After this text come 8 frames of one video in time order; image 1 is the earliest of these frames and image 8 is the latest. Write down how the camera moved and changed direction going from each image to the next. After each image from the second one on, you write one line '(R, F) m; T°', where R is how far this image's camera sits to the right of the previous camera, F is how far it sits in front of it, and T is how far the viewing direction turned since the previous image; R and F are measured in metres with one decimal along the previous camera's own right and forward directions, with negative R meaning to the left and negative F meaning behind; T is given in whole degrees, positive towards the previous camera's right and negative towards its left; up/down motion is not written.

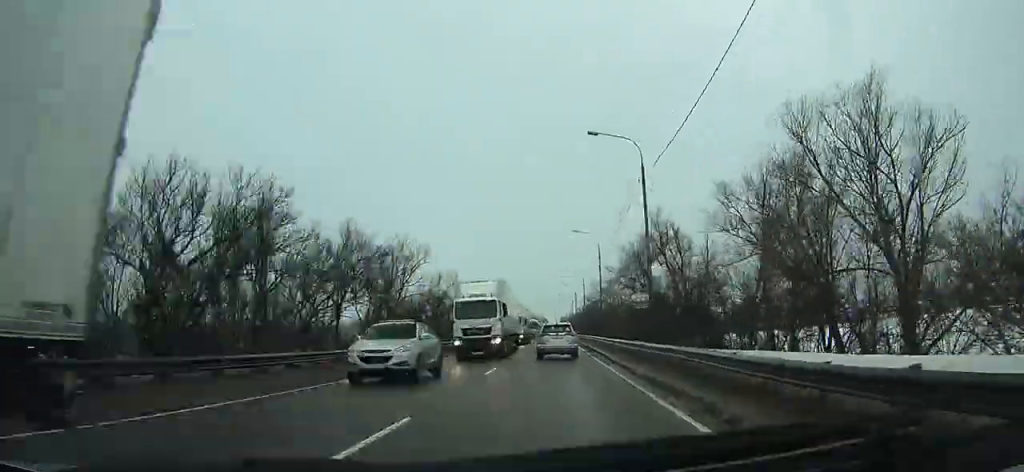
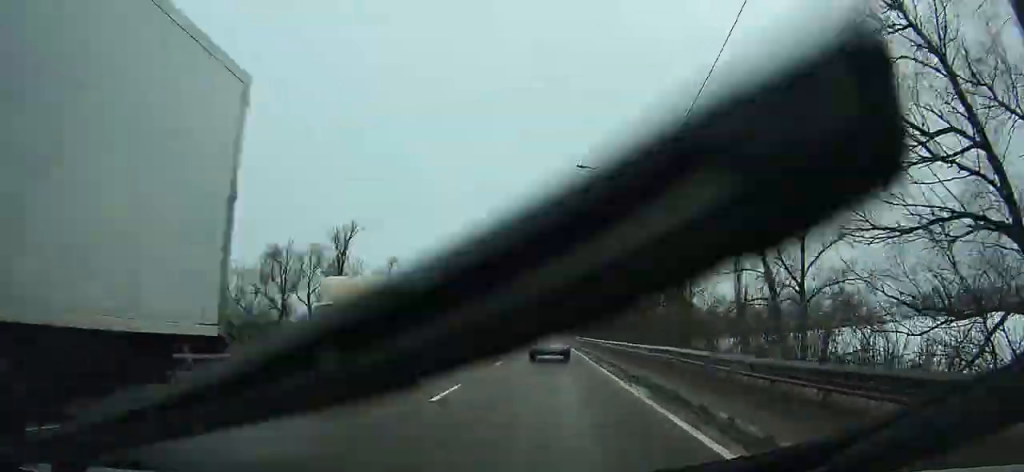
(+0.4, +53.7) m; +1°
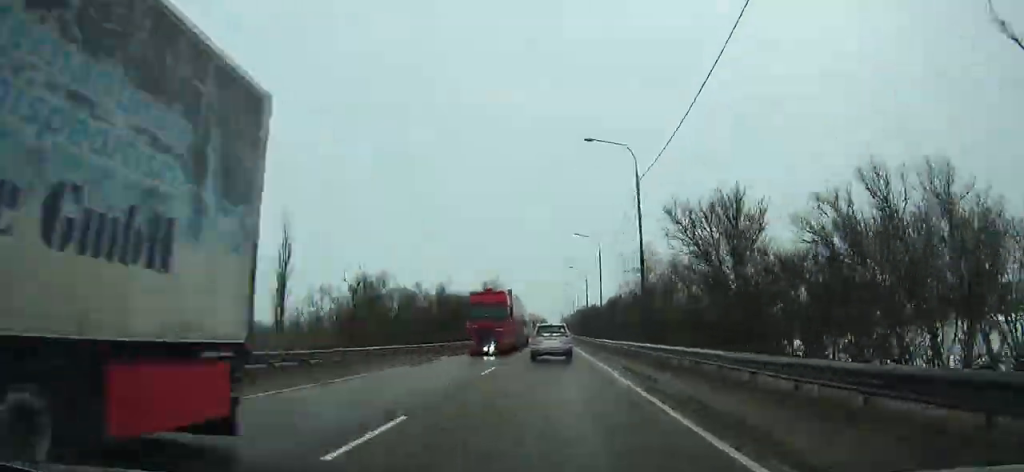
(+1.2, +93.7) m; +1°
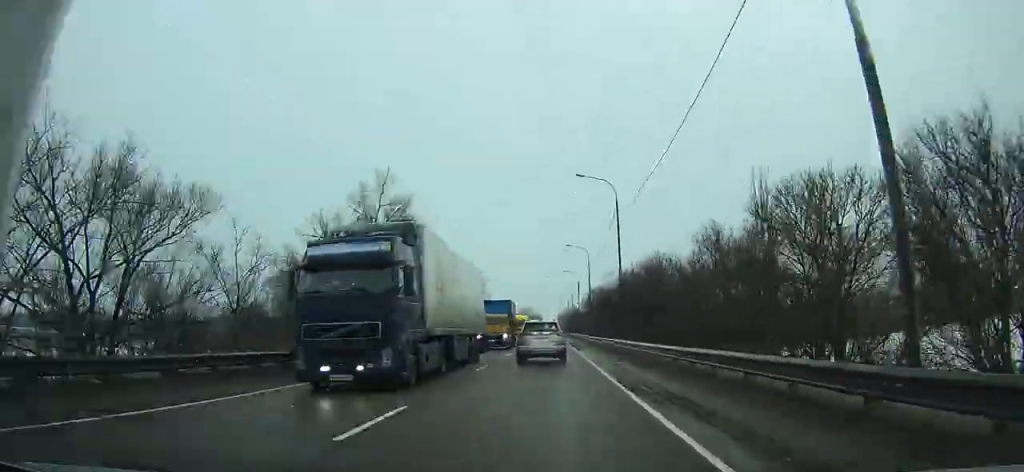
(-0.1, +117.7) m; -1°
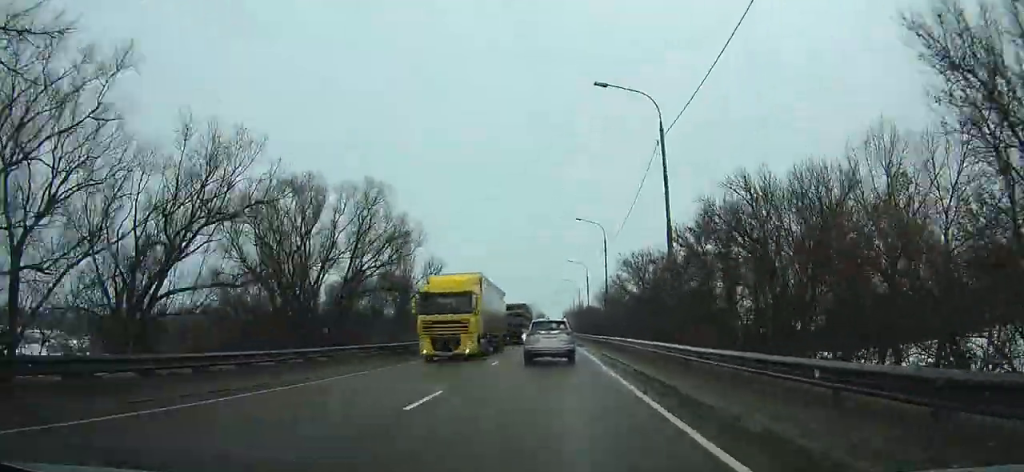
(-0.5, +54.4) m; 0°
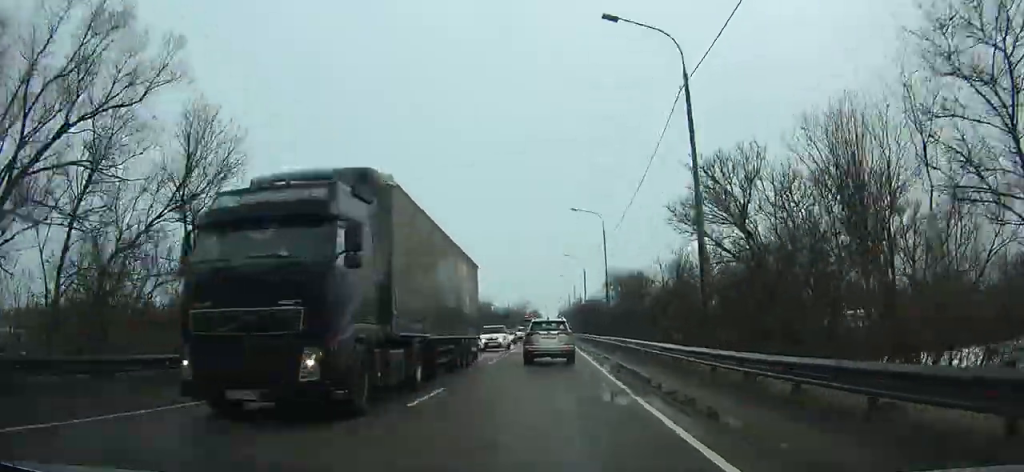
(0.0, +38.7) m; 0°
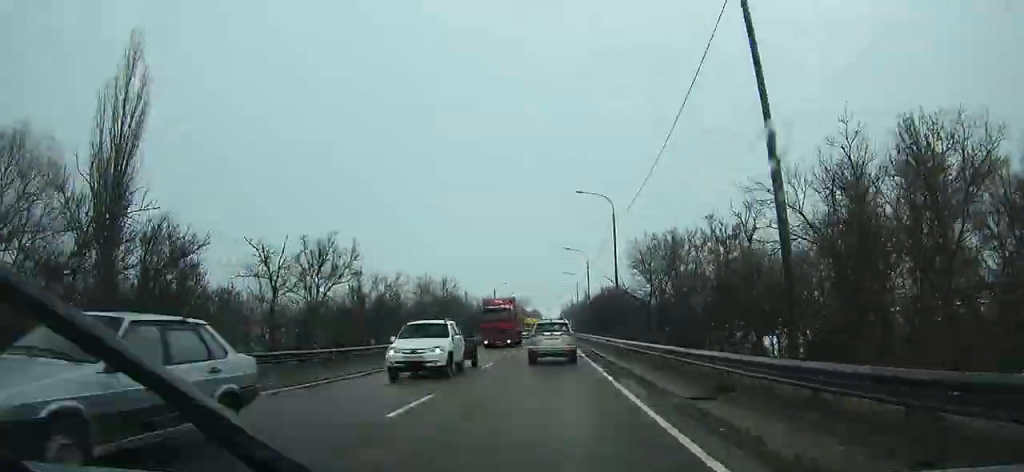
(0.0, +38.0) m; 0°
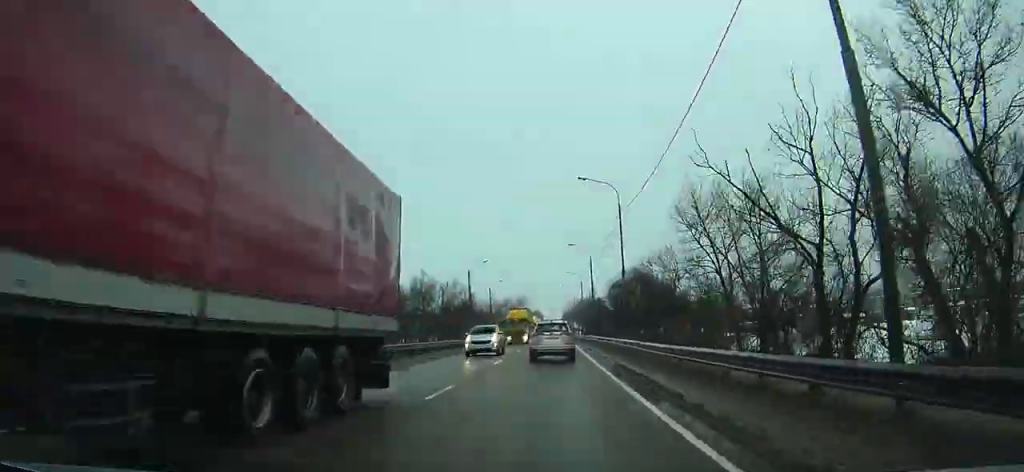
(0.0, +34.0) m; 0°
